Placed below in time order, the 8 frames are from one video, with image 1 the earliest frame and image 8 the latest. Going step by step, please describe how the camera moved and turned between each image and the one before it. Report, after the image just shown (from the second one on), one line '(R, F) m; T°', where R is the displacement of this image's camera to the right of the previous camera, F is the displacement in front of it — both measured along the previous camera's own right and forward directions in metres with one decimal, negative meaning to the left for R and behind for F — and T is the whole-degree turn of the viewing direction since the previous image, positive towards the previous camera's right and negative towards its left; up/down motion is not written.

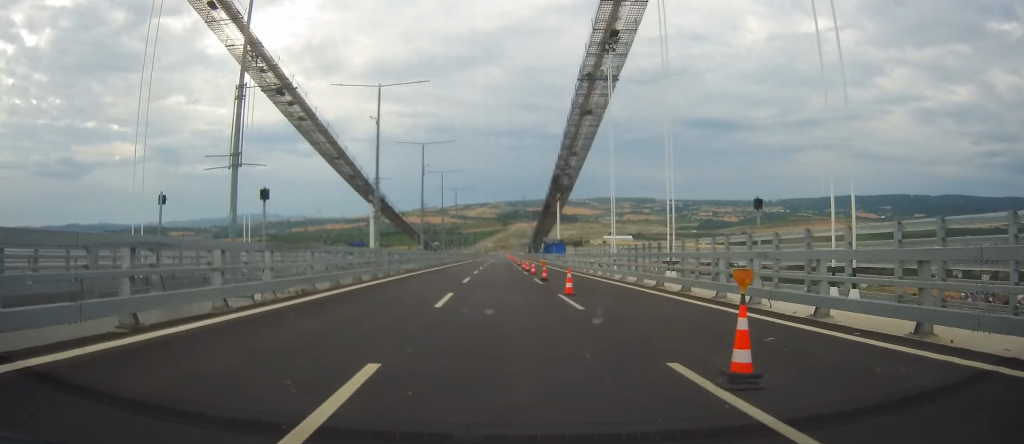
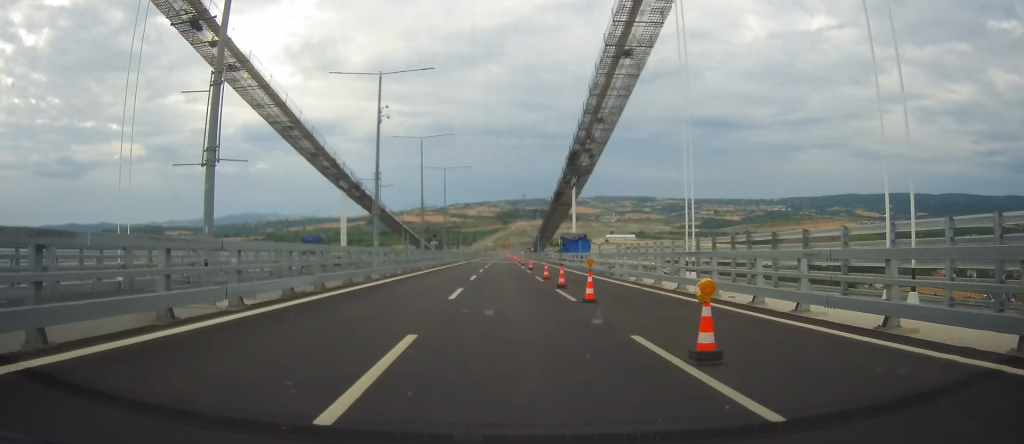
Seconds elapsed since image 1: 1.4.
(+0.3, +27.3) m; +1°
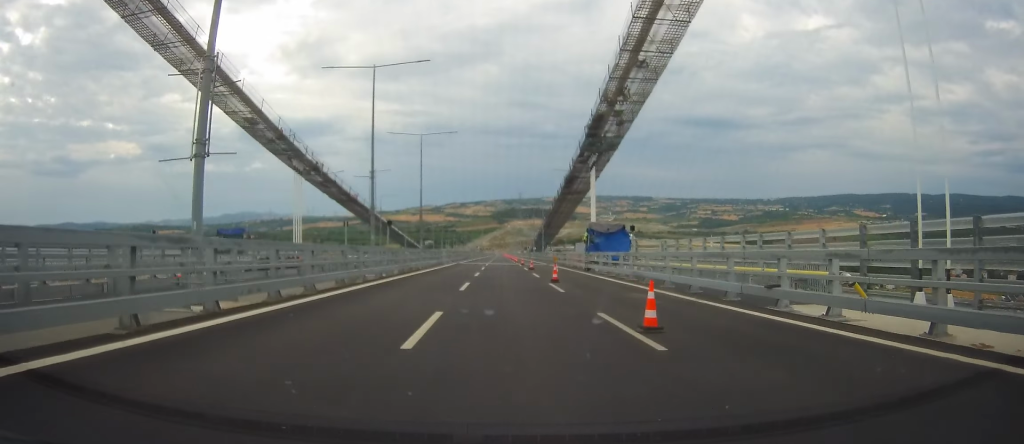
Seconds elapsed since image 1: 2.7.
(0.0, +26.1) m; 0°
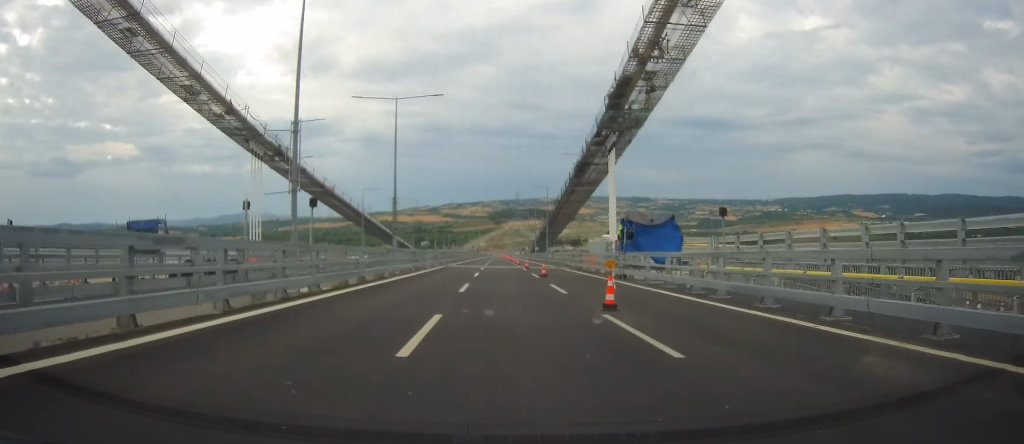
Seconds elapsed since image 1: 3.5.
(-0.1, +16.5) m; 0°
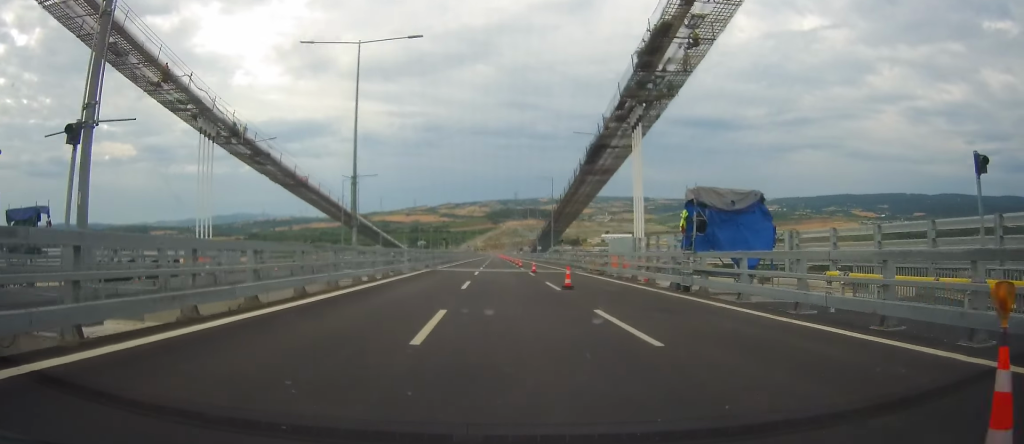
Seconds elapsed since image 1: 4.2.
(-0.2, +13.6) m; 0°
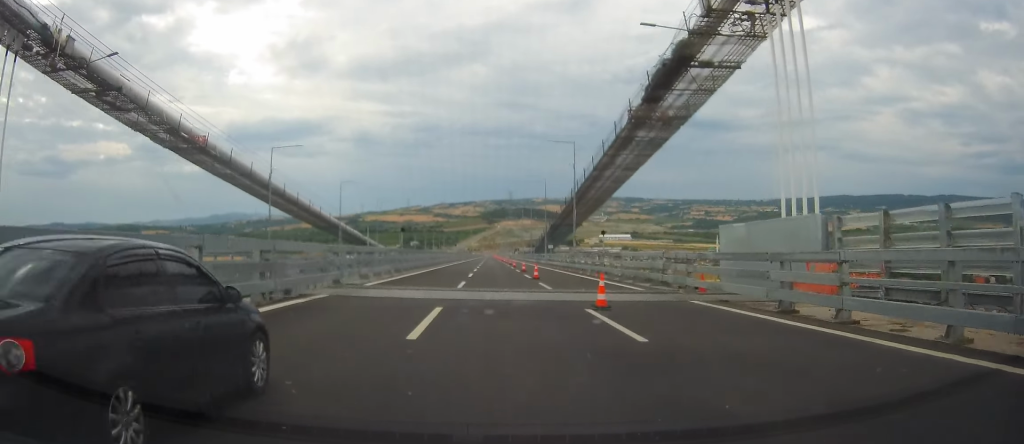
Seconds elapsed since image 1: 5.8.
(+0.6, +32.2) m; +1°
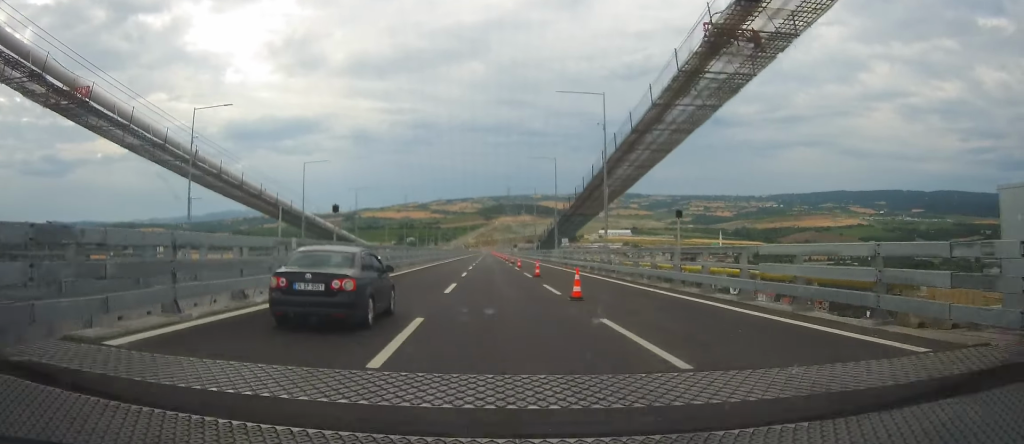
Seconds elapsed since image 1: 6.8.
(0.0, +20.2) m; 0°
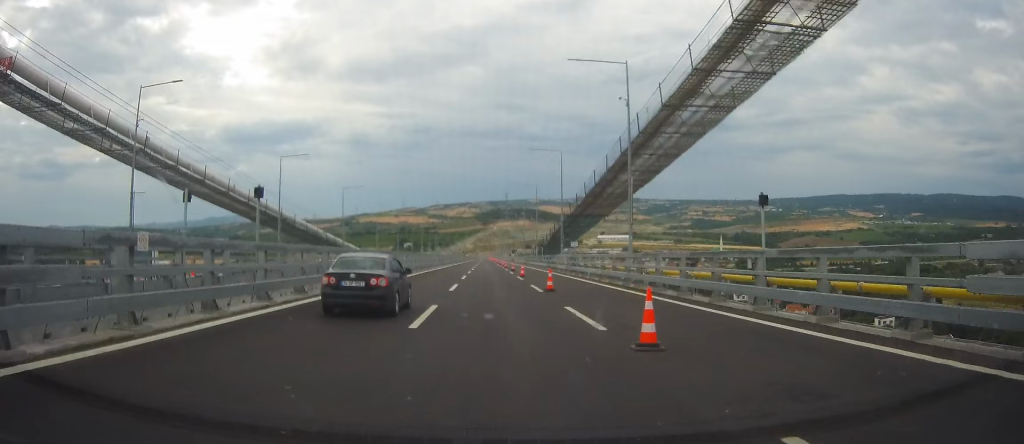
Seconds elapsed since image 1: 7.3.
(-0.1, +9.3) m; 0°
